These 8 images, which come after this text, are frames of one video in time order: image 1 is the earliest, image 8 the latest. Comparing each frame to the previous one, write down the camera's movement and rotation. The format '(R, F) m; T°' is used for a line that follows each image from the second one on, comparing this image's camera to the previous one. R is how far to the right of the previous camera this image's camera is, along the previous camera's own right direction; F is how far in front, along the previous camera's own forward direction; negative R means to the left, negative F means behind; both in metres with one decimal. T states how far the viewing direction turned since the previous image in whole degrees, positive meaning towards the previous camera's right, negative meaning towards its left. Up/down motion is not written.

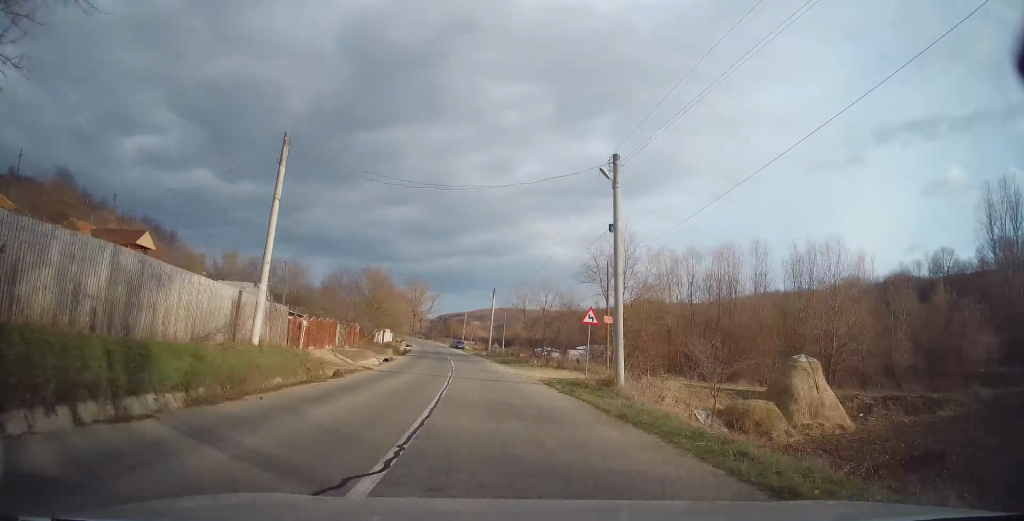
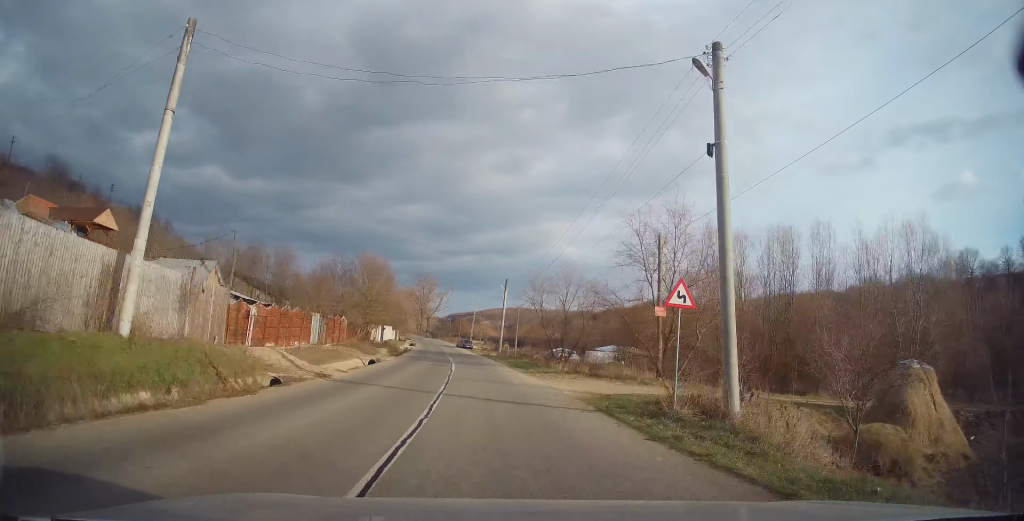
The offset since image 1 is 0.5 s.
(-0.3, +8.3) m; -1°
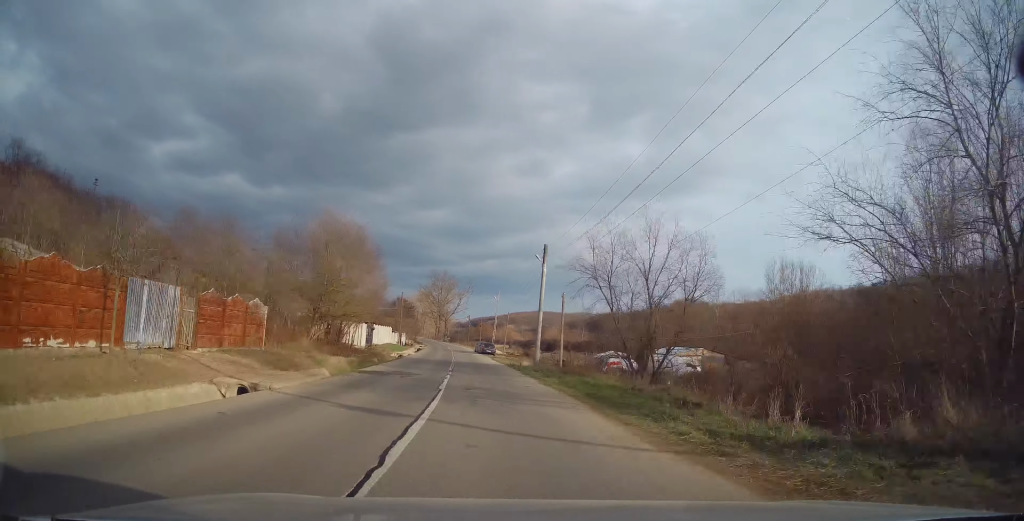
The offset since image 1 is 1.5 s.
(-0.8, +19.6) m; -3°
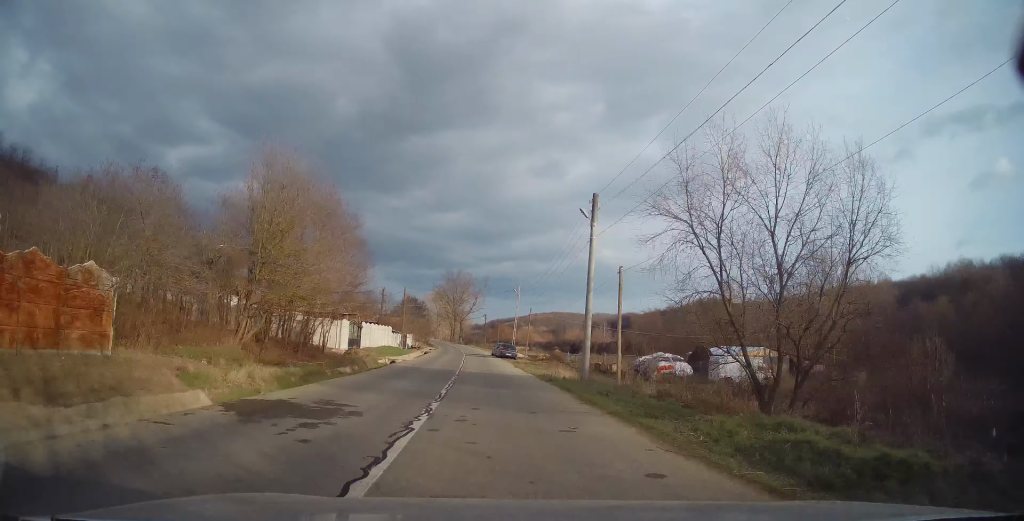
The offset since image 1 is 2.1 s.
(+0.1, +11.9) m; -1°
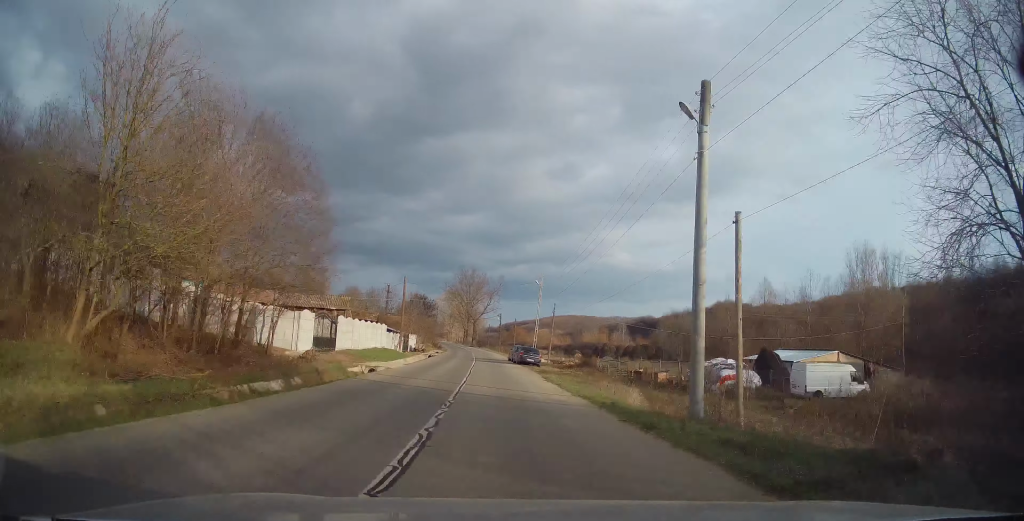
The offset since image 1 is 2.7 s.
(-0.3, +10.6) m; -1°
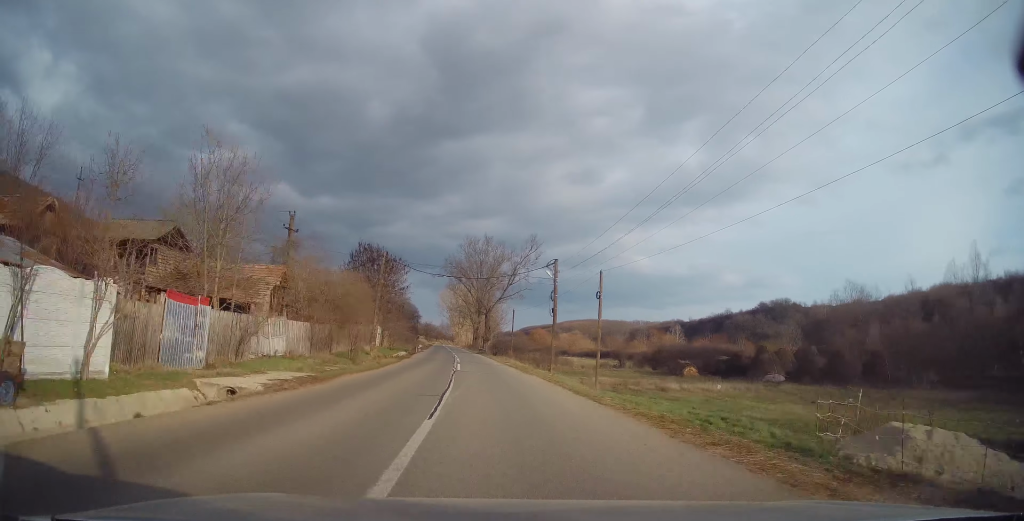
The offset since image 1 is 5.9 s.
(-1.6, +61.2) m; -2°
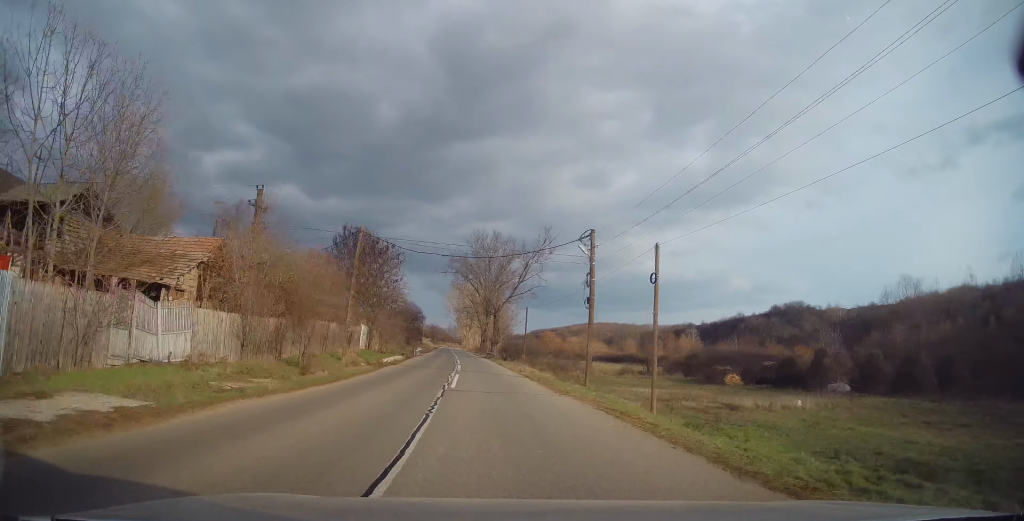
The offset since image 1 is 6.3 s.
(0.0, +8.7) m; -1°
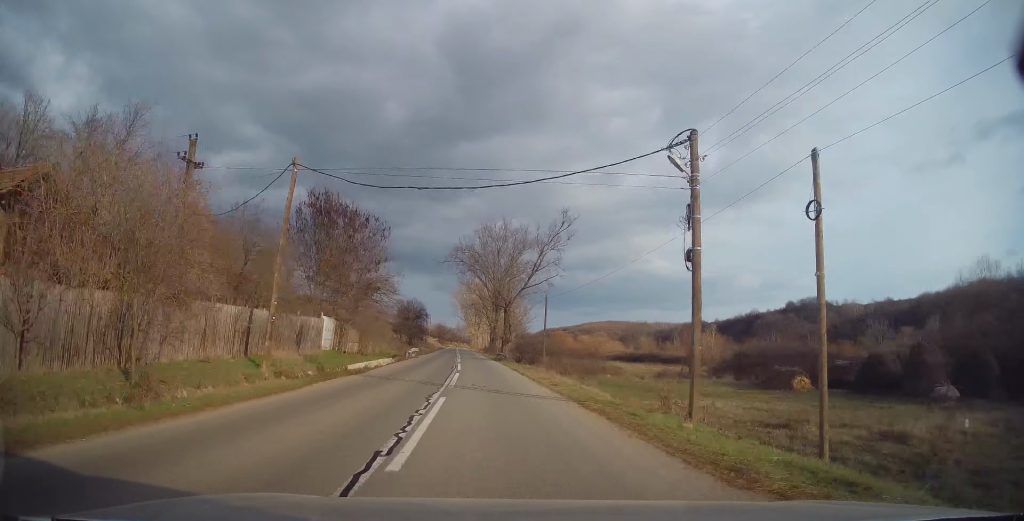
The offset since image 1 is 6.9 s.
(-0.4, +11.2) m; -2°
